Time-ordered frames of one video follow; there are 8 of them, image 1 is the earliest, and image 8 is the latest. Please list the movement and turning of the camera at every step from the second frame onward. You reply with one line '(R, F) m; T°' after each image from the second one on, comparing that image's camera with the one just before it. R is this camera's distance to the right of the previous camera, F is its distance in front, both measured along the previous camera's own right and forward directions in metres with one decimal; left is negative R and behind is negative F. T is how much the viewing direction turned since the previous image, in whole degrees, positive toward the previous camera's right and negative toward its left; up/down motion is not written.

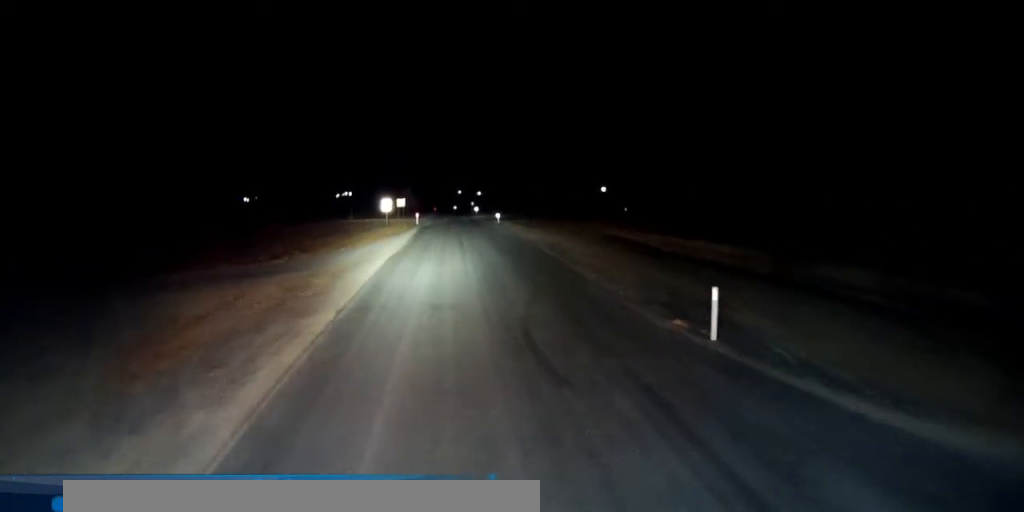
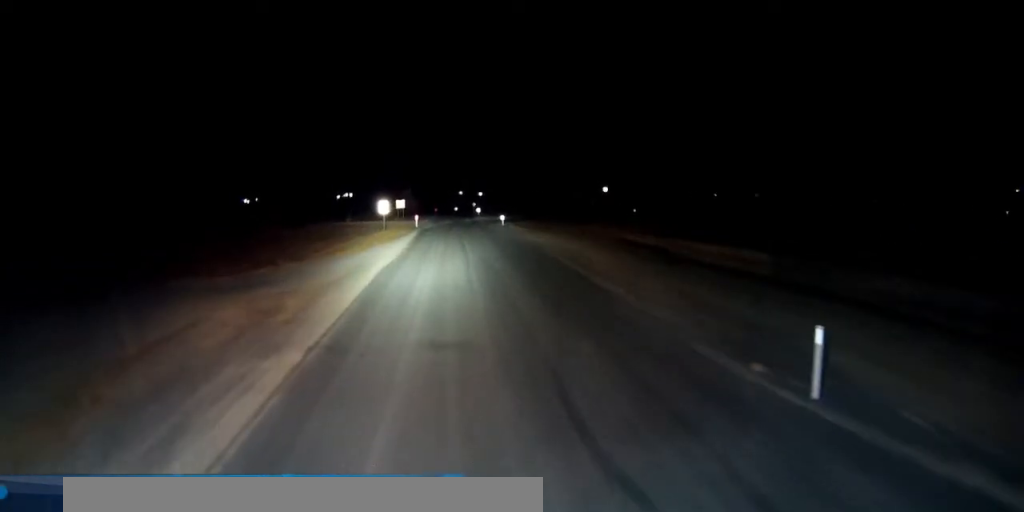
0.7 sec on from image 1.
(0.0, +4.4) m; 0°
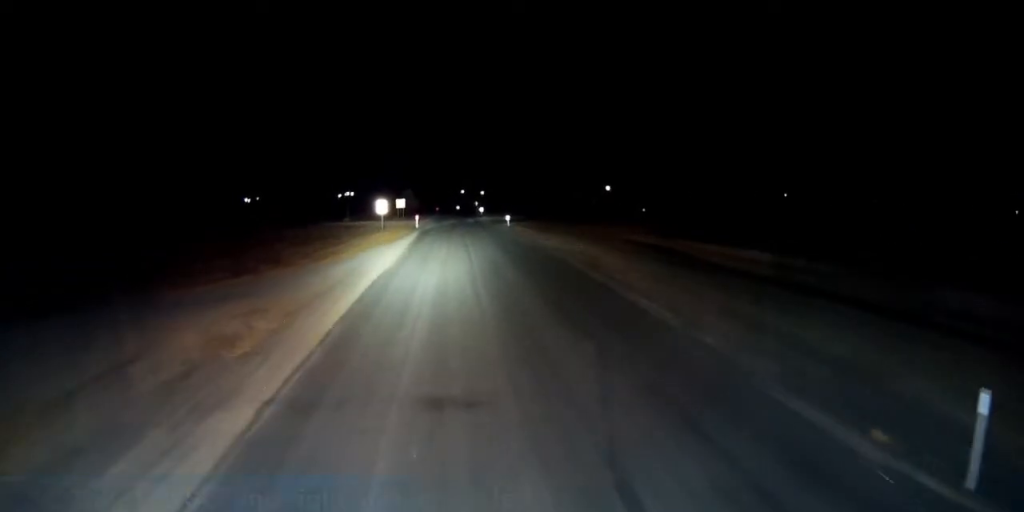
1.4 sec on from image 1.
(0.0, +4.0) m; 0°
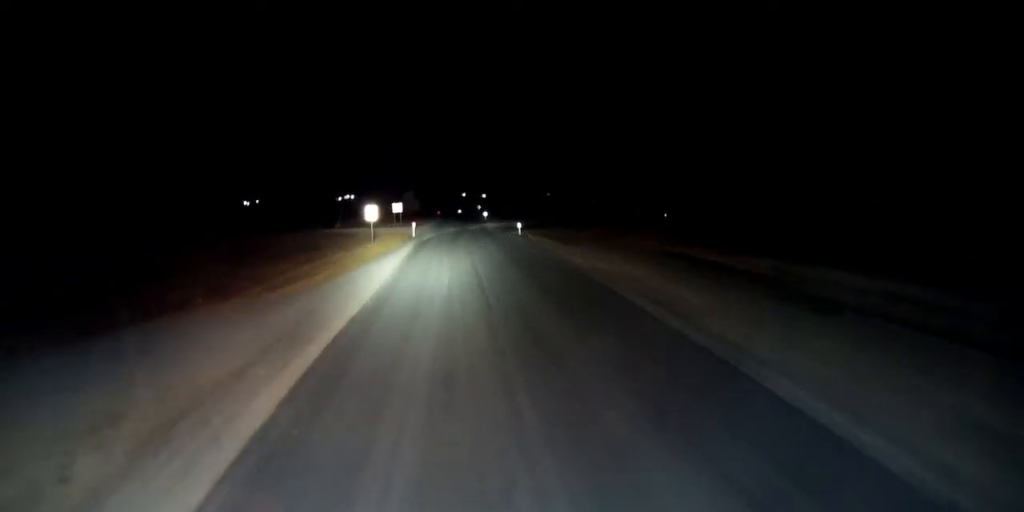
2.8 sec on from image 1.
(-0.1, +9.5) m; -2°
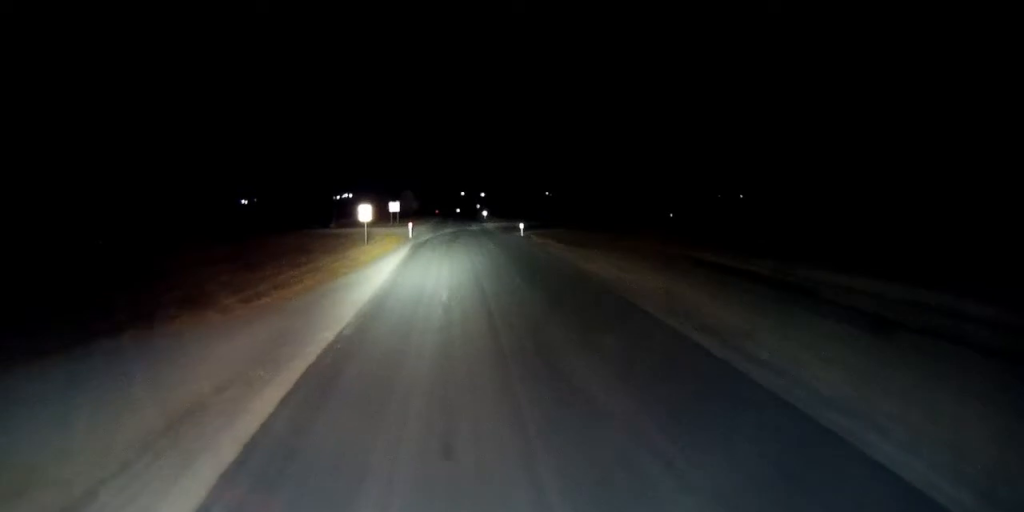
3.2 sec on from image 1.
(-0.1, +3.1) m; 0°
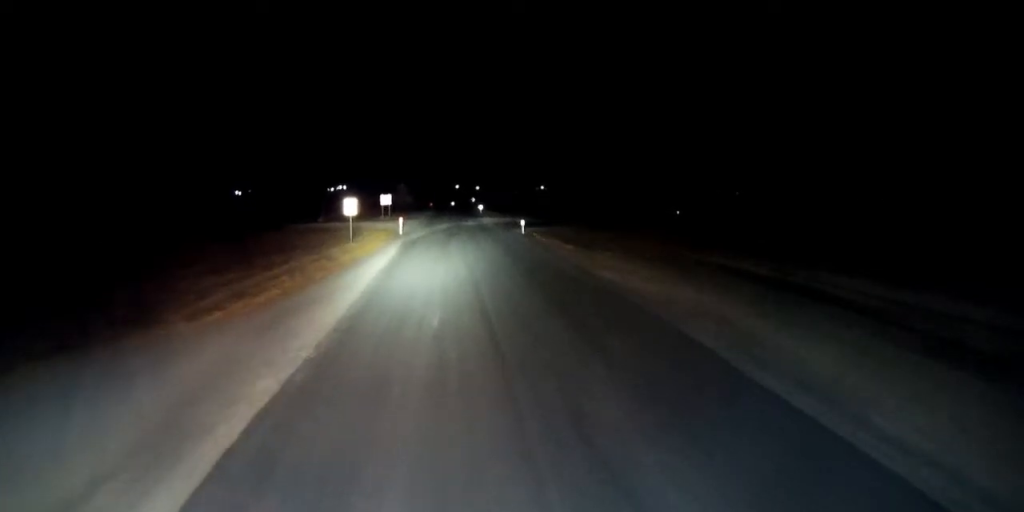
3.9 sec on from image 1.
(-0.1, +4.8) m; 0°
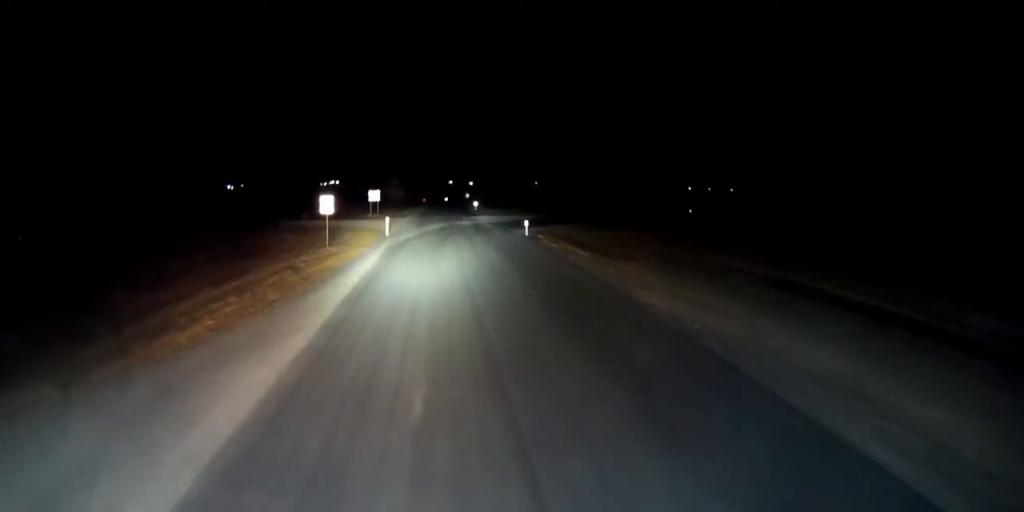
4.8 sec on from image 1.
(+0.1, +6.6) m; 0°
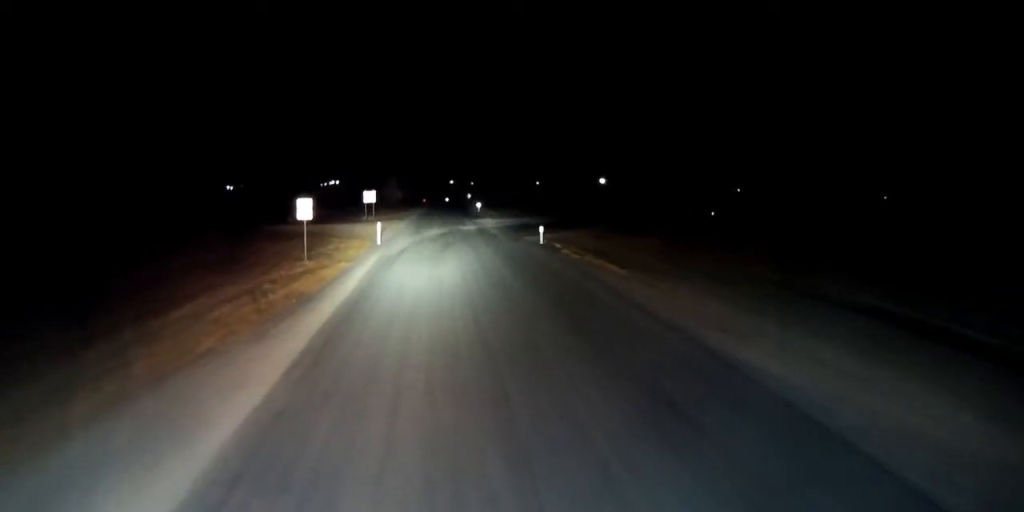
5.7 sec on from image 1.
(-0.1, +6.6) m; -1°
